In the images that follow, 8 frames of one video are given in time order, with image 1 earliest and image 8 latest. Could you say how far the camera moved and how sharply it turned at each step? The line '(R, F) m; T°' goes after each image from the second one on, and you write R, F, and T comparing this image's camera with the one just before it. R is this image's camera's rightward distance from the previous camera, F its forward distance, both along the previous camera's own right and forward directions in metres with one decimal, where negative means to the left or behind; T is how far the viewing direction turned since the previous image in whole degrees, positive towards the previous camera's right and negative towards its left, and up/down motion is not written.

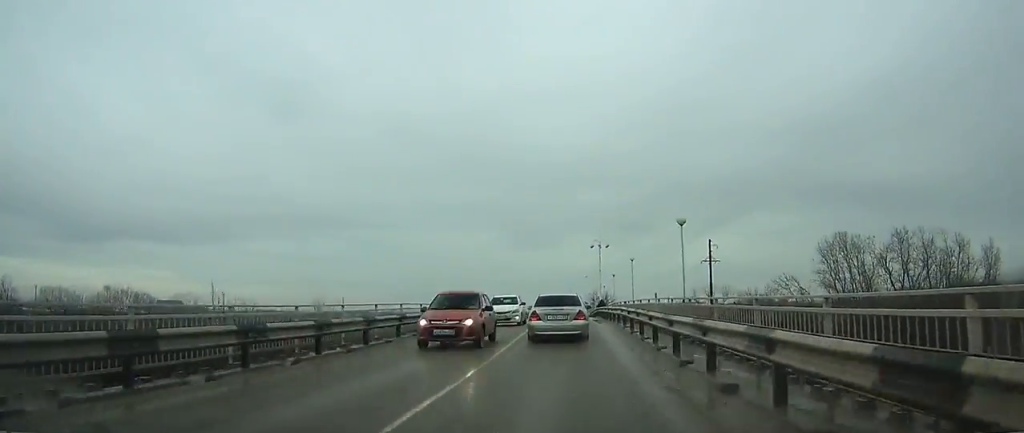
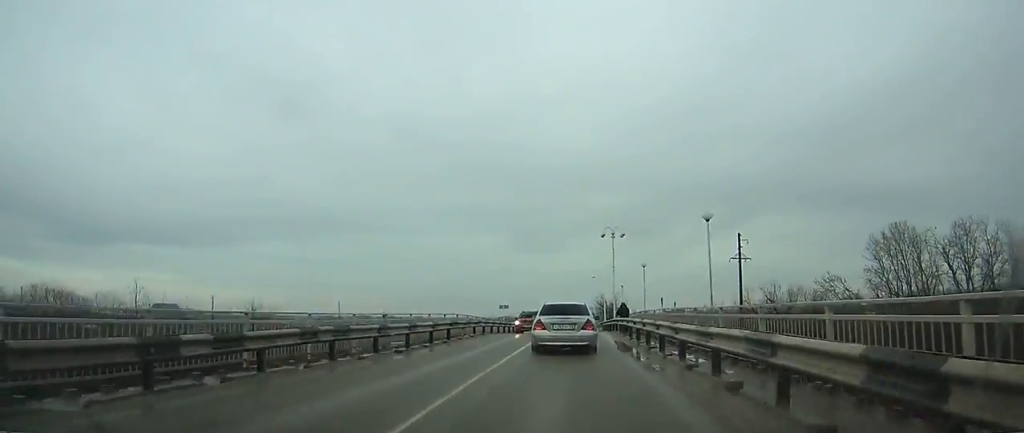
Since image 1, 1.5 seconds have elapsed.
(0.0, +17.5) m; 0°
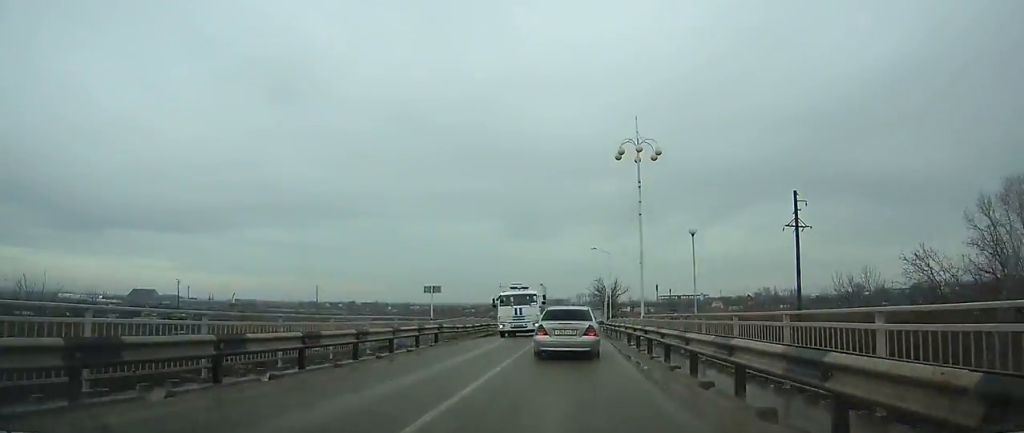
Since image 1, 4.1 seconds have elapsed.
(+0.2, +29.5) m; +1°
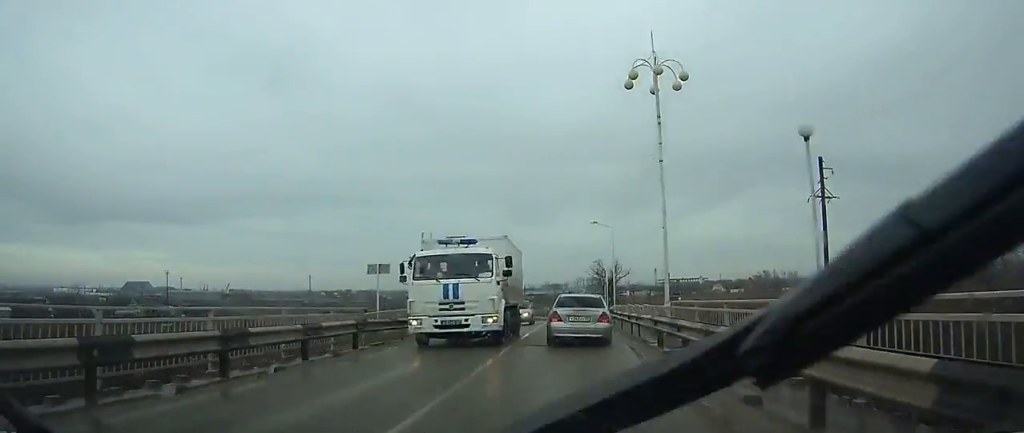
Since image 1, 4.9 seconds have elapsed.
(0.0, +9.3) m; 0°
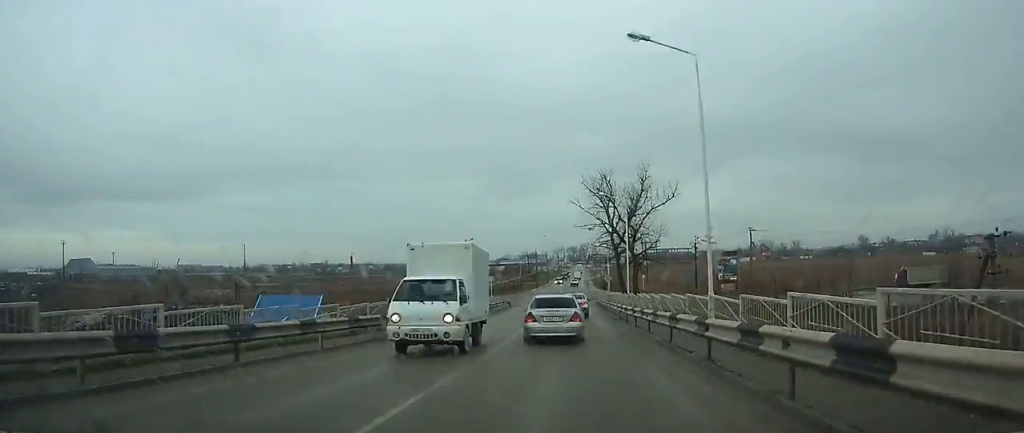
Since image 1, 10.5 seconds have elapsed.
(+1.4, +68.4) m; +2°
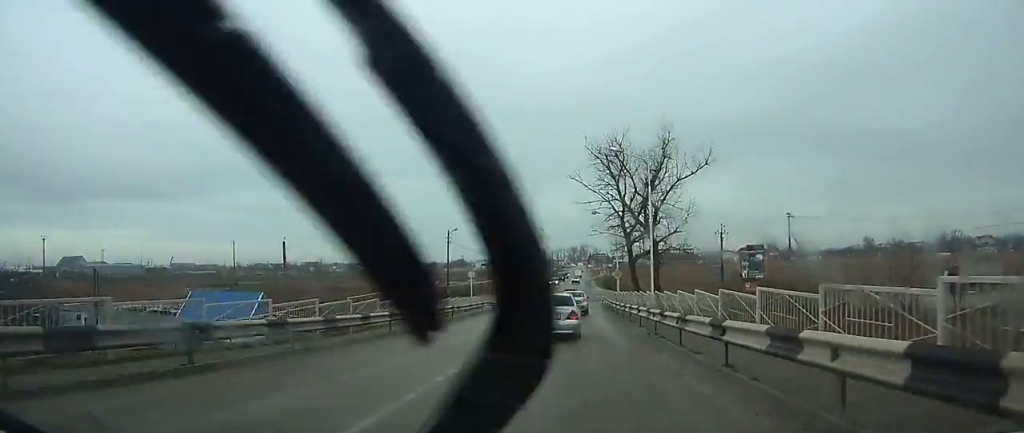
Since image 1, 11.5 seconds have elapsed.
(0.0, +13.3) m; 0°
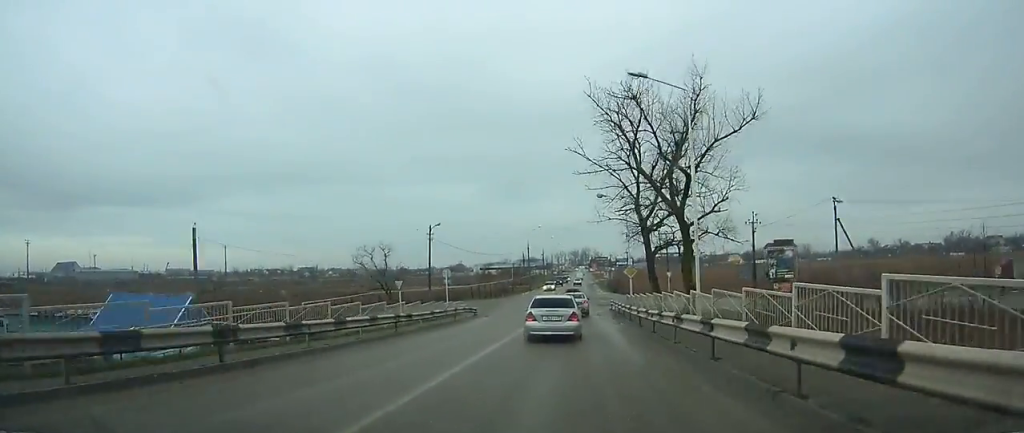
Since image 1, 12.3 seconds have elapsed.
(0.0, +10.7) m; 0°
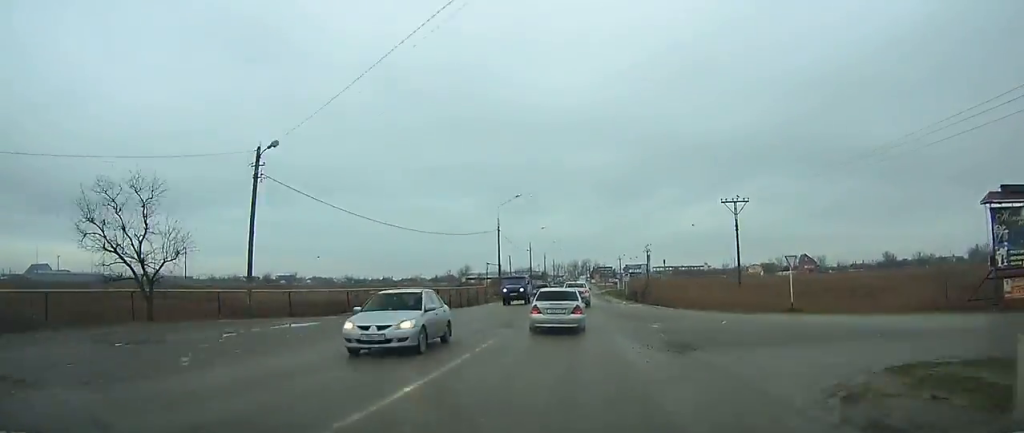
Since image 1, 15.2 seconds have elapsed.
(0.0, +38.7) m; +1°
